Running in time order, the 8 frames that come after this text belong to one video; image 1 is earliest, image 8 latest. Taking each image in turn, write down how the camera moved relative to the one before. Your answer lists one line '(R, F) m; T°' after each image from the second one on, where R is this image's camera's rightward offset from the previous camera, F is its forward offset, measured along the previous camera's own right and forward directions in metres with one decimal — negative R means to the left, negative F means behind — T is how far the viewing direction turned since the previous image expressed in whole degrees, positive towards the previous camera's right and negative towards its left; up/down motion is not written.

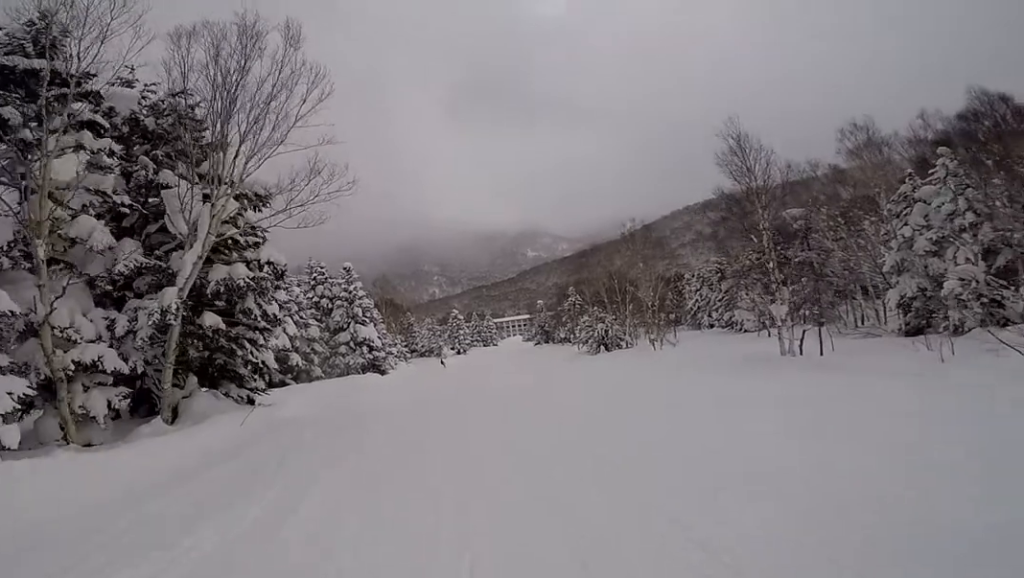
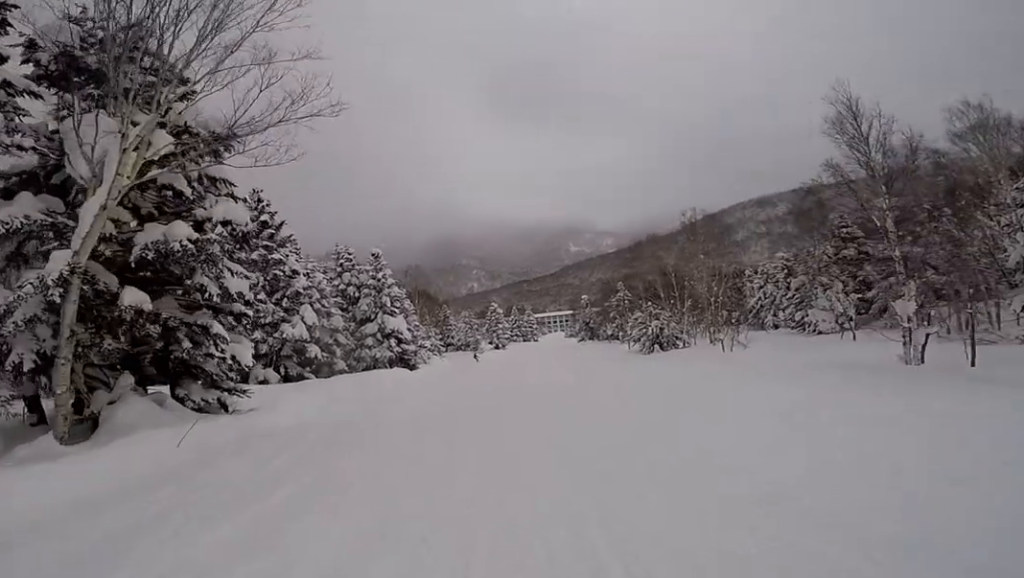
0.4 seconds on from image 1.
(0.0, +3.5) m; 0°
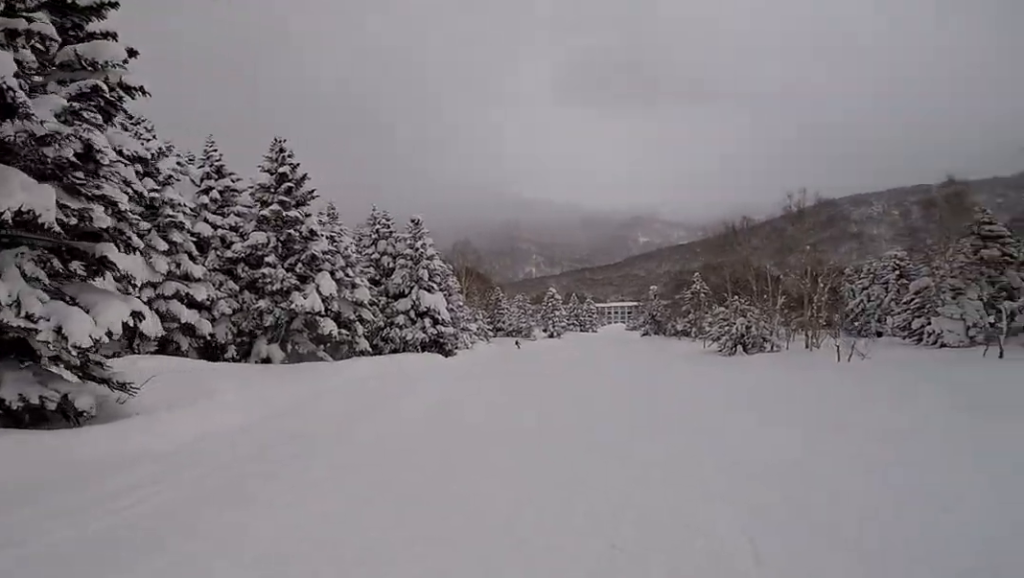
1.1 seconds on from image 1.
(0.0, +5.1) m; 0°
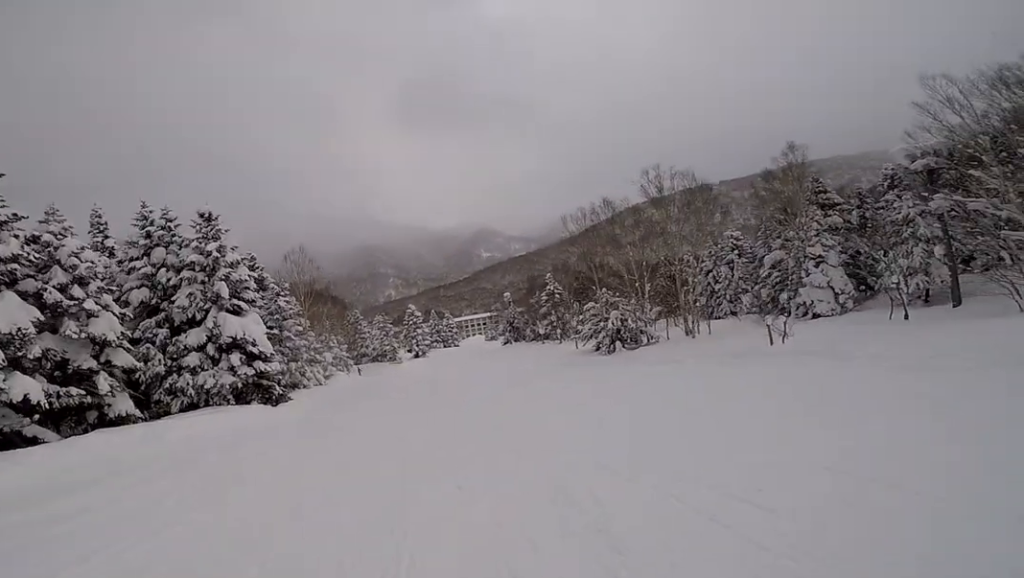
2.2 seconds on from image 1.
(0.0, +9.3) m; 0°
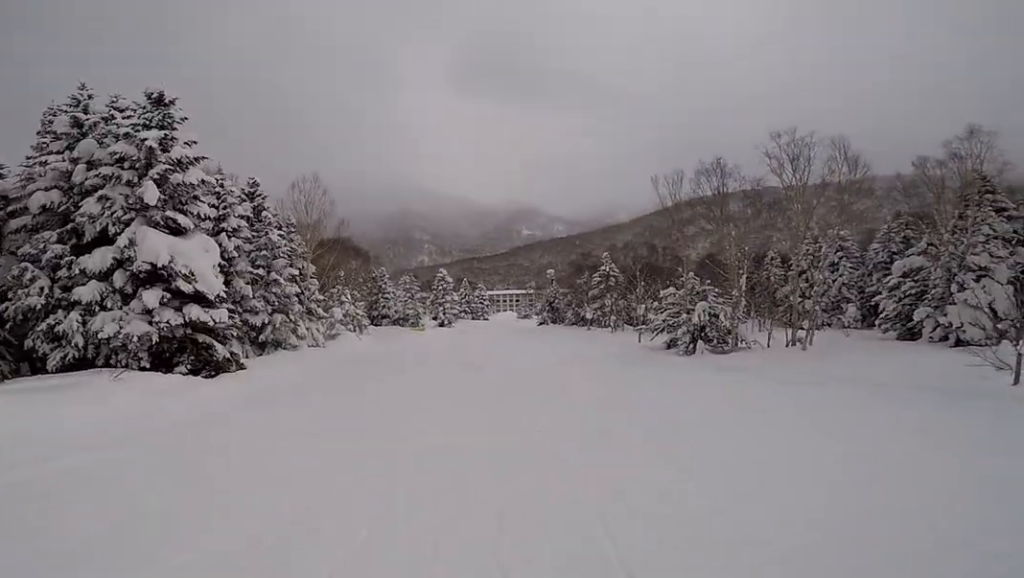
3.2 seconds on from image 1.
(0.0, +8.0) m; +4°
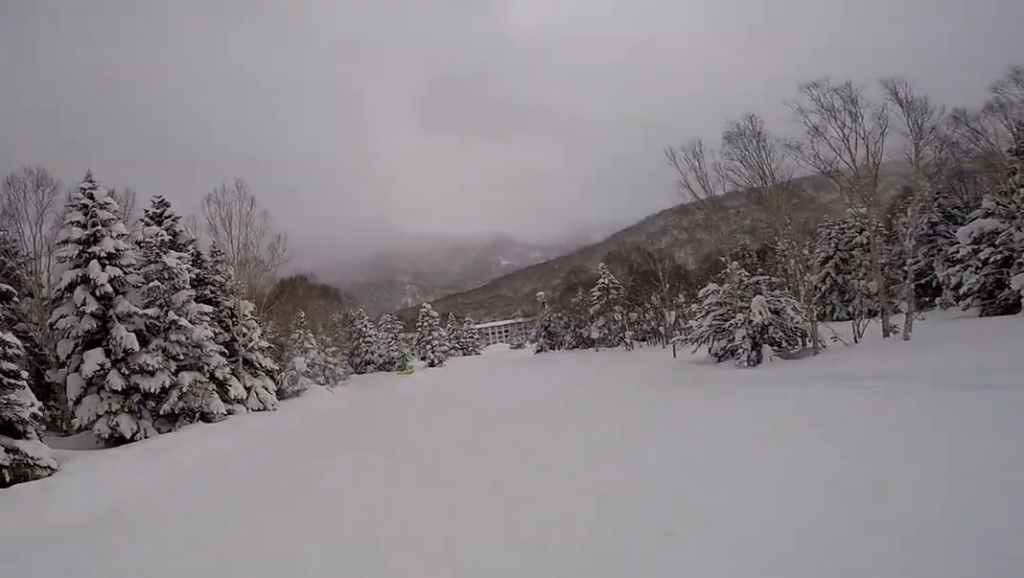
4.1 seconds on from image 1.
(+0.4, +7.8) m; +5°
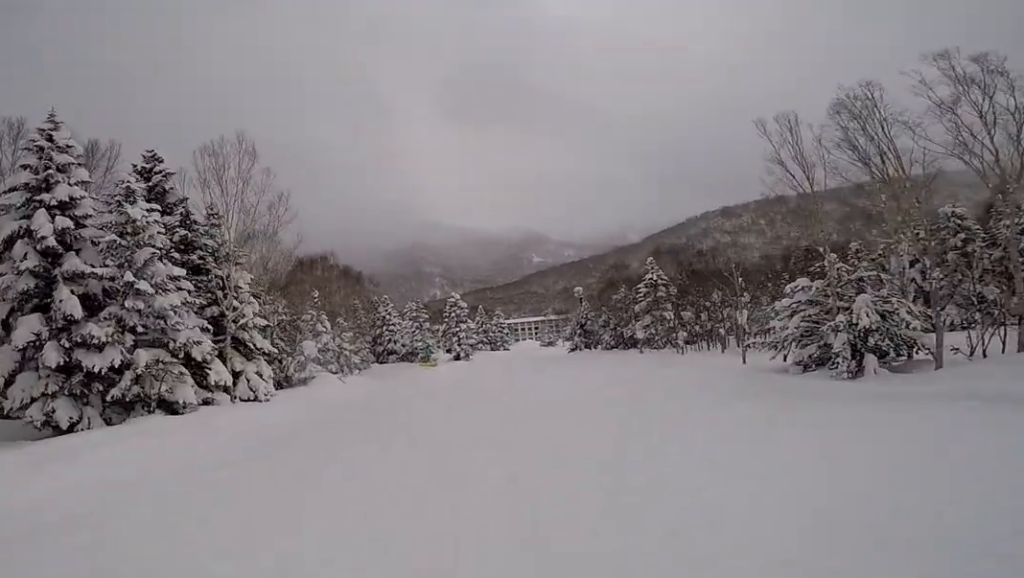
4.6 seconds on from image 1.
(+0.6, +4.0) m; 0°
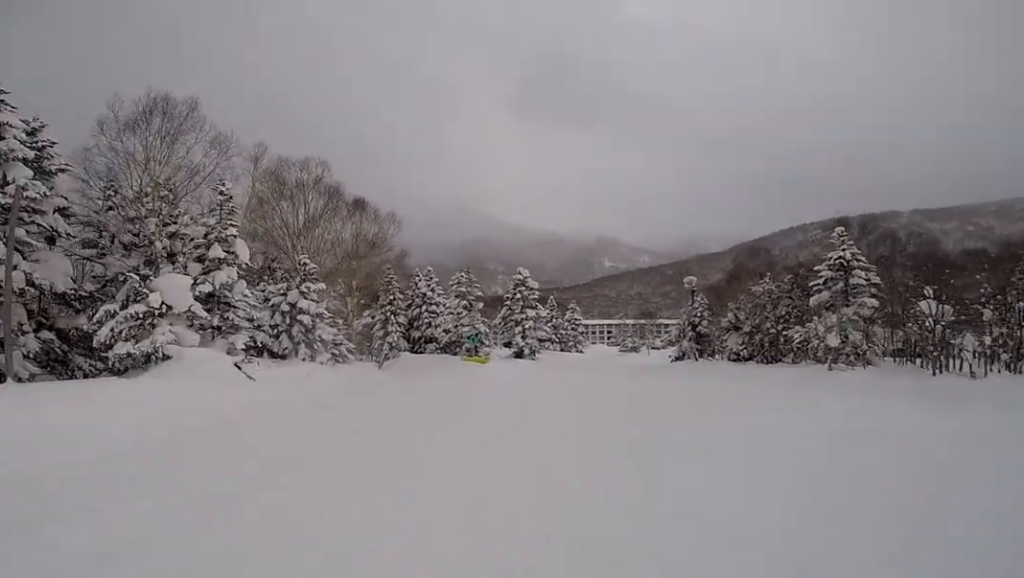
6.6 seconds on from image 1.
(-3.0, +17.6) m; -12°
